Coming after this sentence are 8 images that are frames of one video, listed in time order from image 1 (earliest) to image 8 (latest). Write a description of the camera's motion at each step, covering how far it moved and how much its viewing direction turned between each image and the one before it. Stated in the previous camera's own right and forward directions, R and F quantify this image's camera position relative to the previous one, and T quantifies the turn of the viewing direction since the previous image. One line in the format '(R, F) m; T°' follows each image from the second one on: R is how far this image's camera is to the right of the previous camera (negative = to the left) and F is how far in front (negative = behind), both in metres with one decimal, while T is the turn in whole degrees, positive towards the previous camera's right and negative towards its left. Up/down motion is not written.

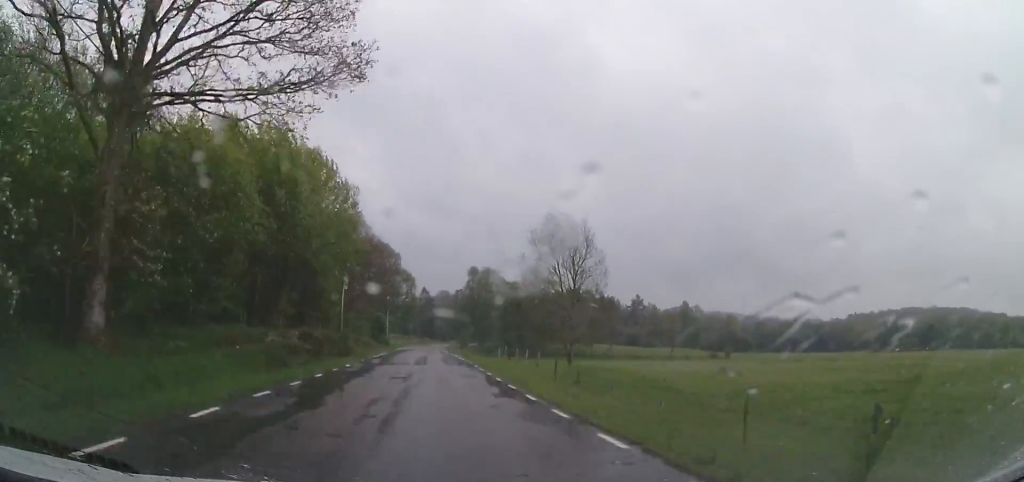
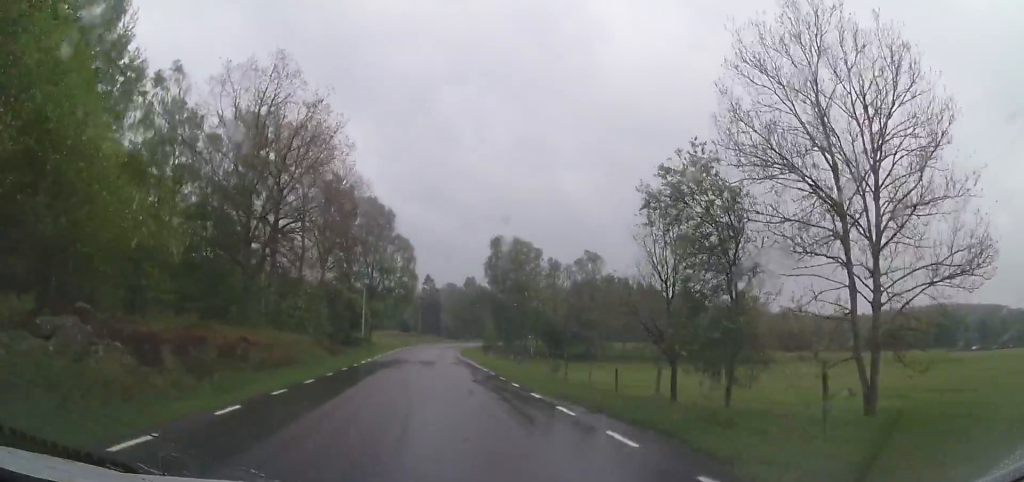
(+0.5, +34.4) m; +1°
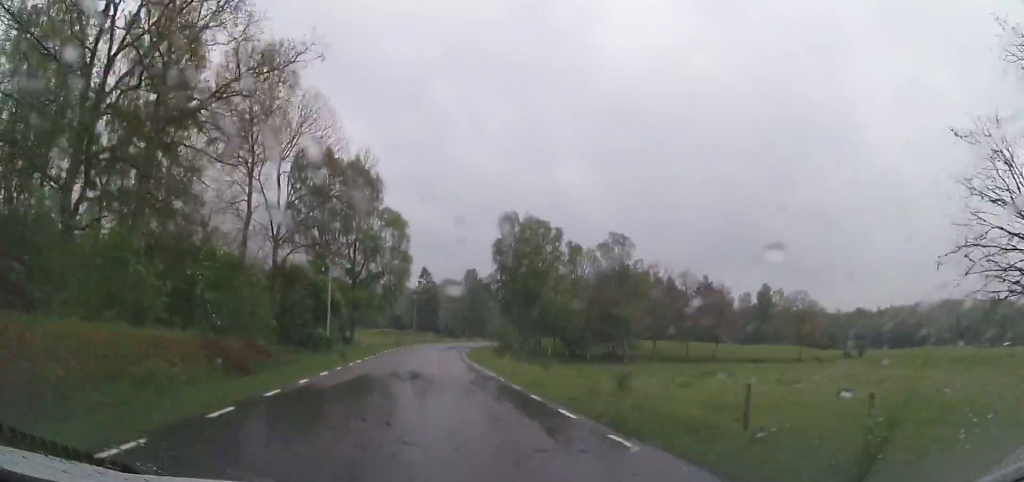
(0.0, +14.4) m; +1°
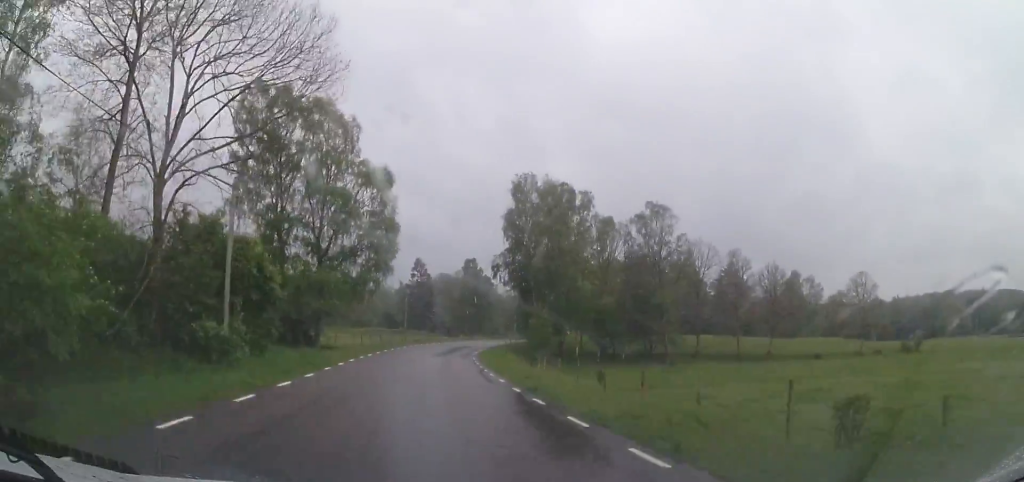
(+0.1, +14.4) m; +1°
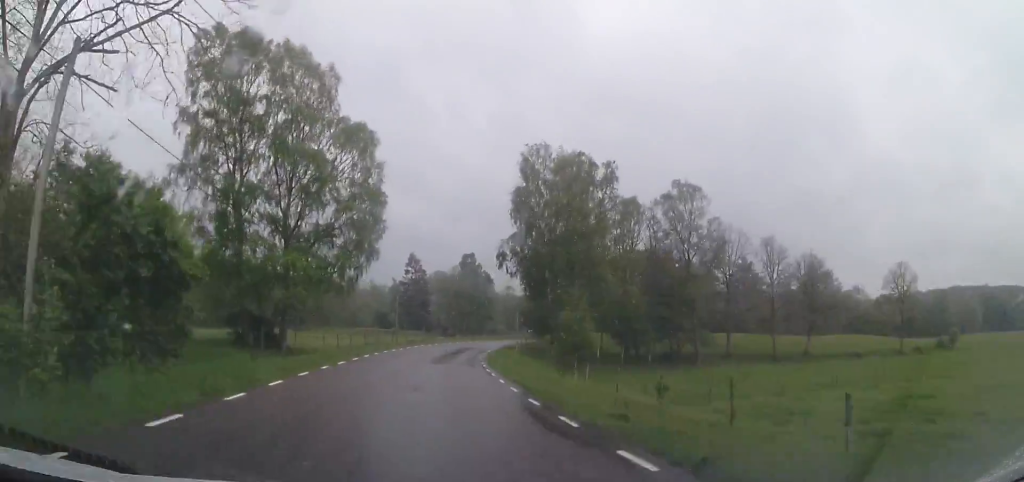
(0.0, +7.7) m; +1°
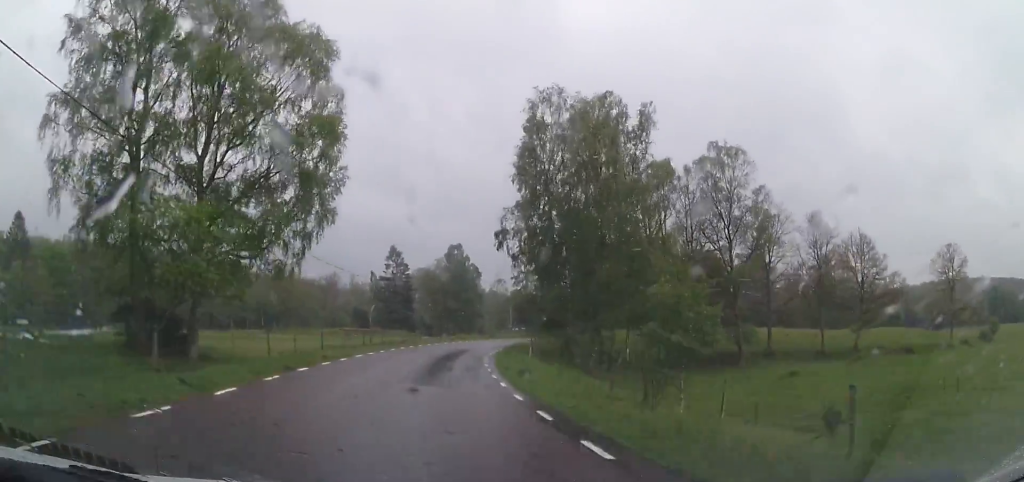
(+0.1, +9.6) m; +1°
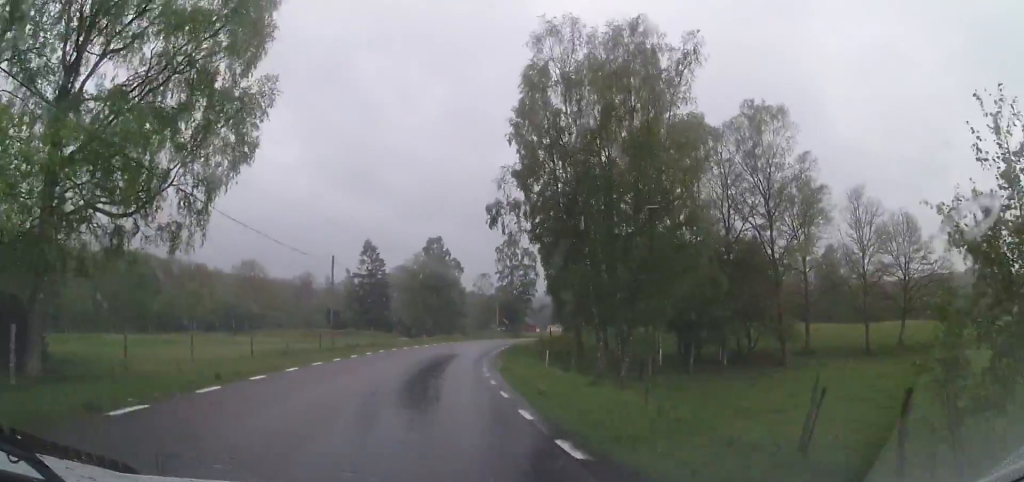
(+0.1, +7.5) m; +1°
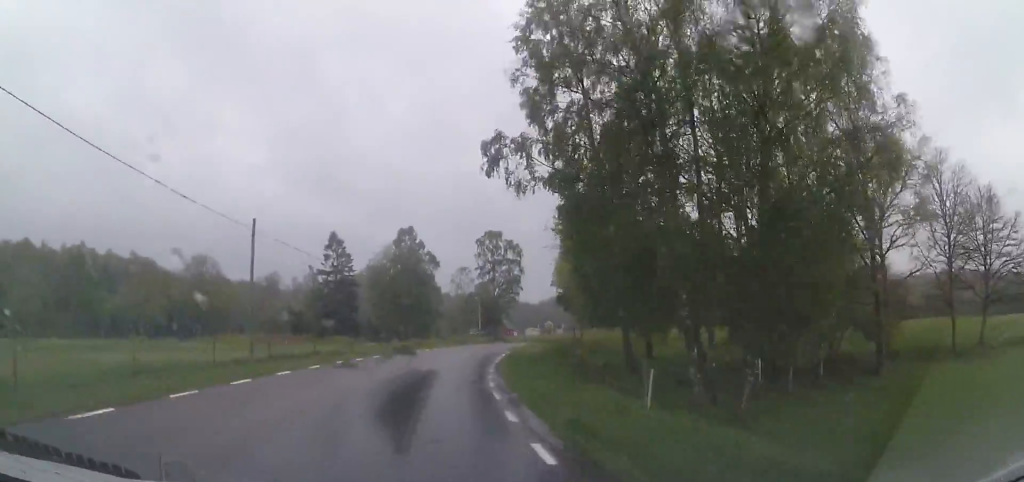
(+0.1, +10.3) m; +1°
